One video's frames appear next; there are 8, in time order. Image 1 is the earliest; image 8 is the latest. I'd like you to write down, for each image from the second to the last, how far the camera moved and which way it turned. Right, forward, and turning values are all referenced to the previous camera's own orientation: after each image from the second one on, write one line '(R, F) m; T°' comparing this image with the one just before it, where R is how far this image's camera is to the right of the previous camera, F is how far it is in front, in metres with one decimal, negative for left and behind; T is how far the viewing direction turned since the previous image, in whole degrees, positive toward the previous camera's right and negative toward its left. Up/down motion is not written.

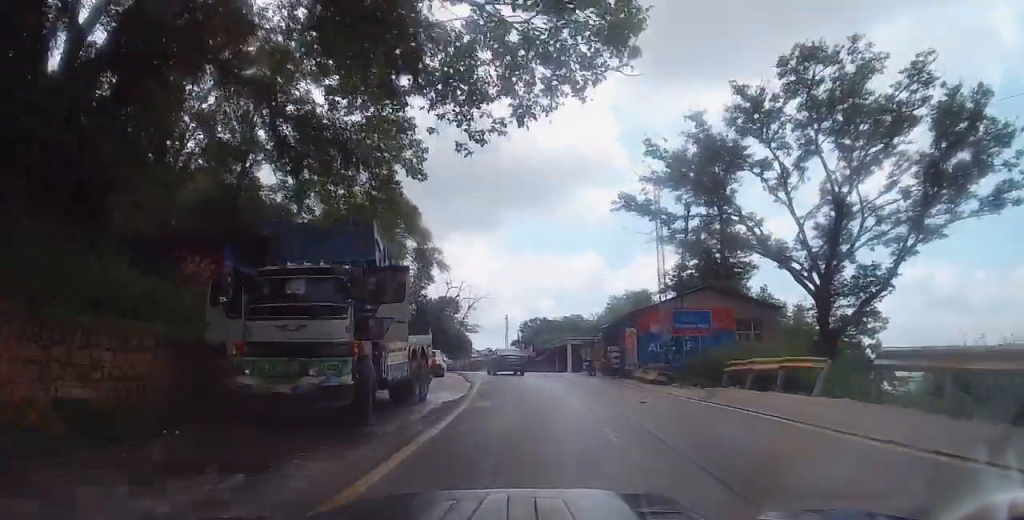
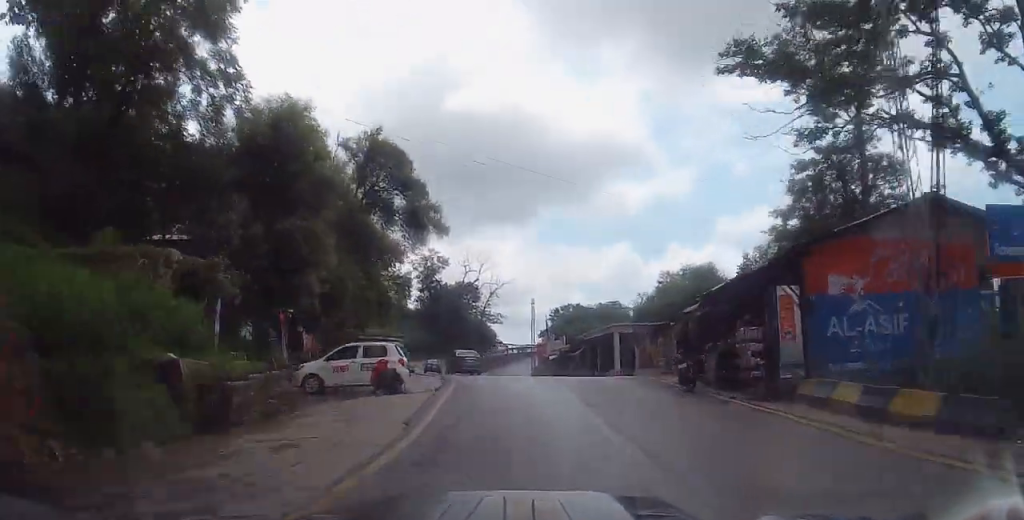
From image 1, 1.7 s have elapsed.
(+3.4, +16.6) m; +13°
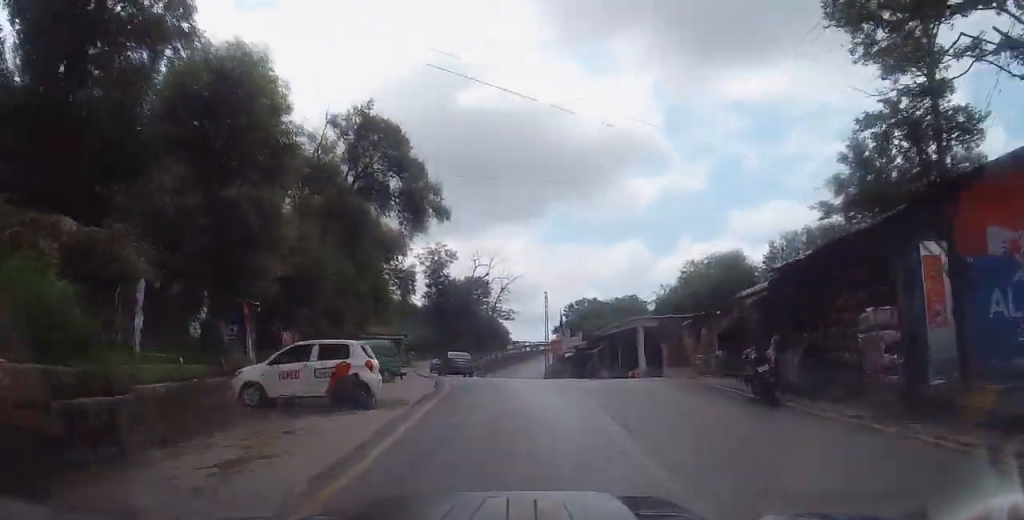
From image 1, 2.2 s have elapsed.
(-0.5, +5.3) m; -7°
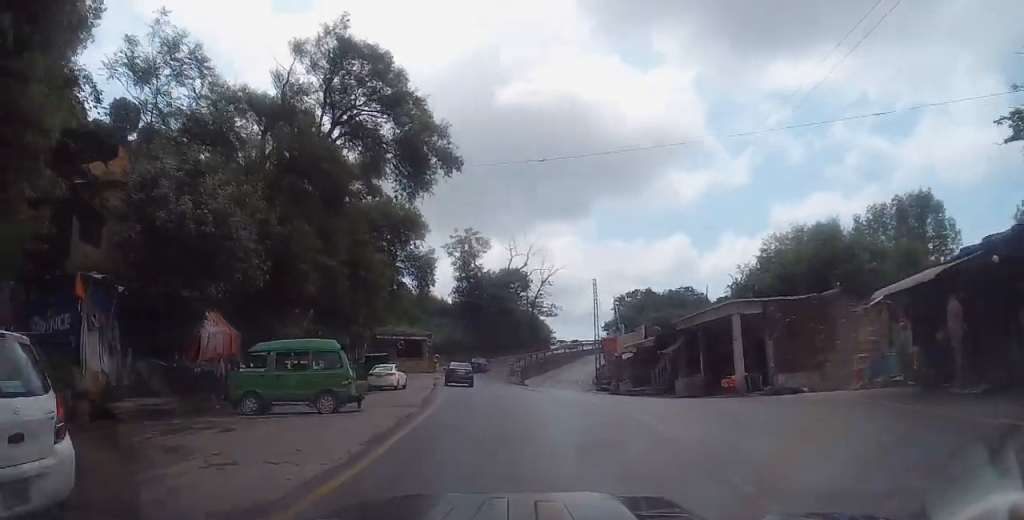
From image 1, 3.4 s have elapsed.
(-1.5, +12.4) m; -7°
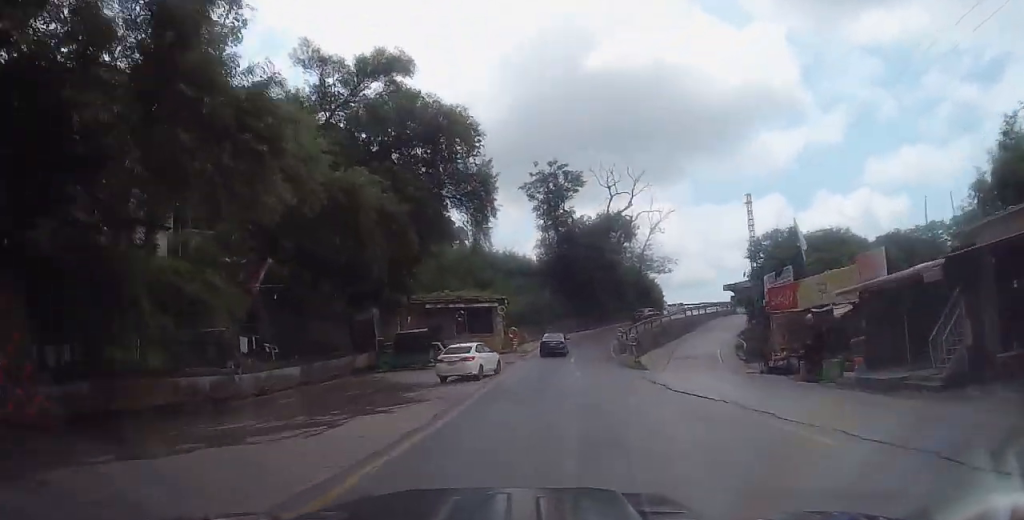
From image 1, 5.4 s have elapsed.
(-0.3, +20.7) m; -6°
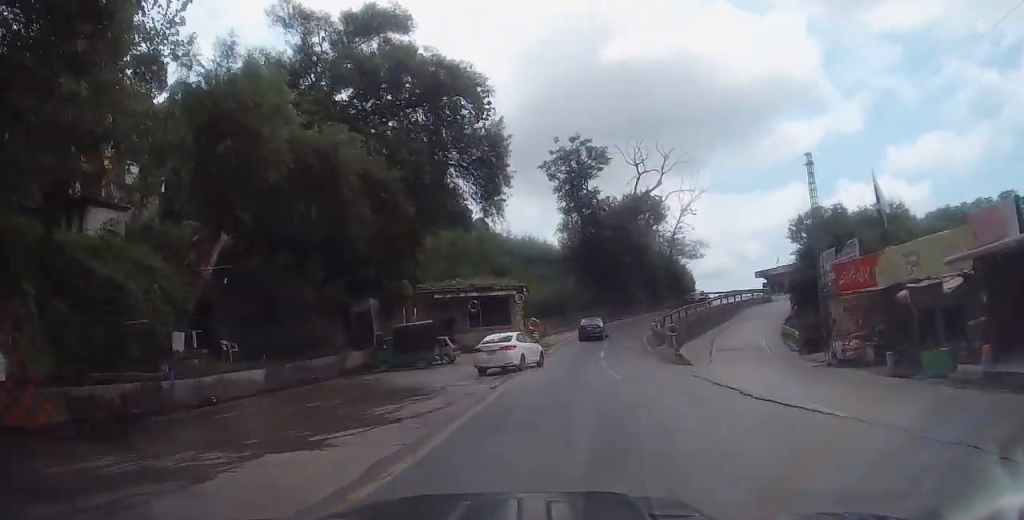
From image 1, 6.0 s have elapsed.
(-0.3, +5.6) m; -3°
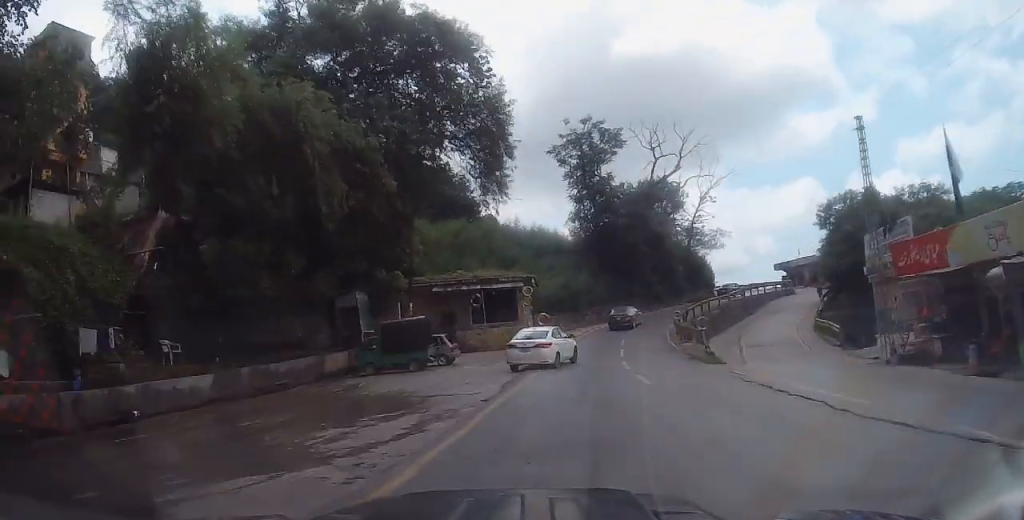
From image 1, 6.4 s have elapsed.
(0.0, +4.3) m; -2°
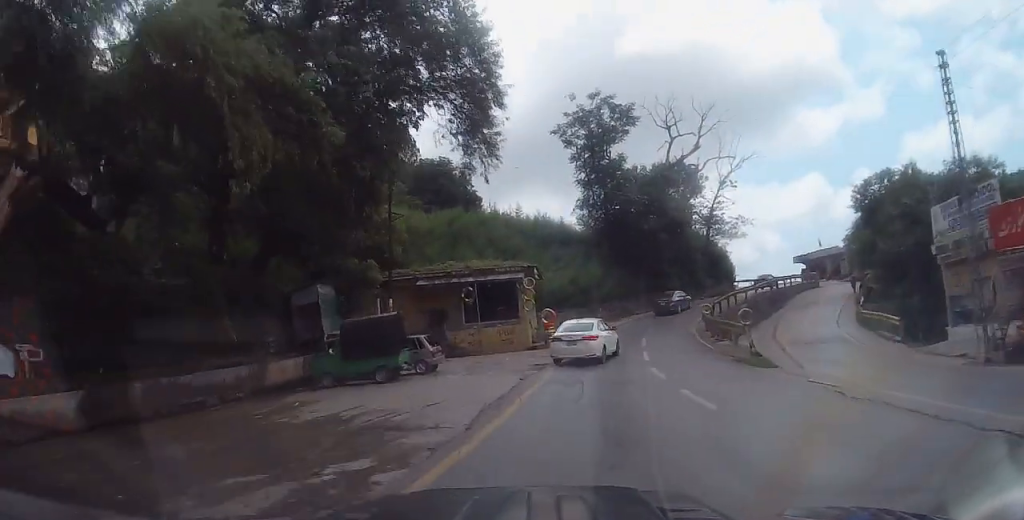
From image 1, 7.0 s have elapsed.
(-0.2, +5.8) m; 0°
